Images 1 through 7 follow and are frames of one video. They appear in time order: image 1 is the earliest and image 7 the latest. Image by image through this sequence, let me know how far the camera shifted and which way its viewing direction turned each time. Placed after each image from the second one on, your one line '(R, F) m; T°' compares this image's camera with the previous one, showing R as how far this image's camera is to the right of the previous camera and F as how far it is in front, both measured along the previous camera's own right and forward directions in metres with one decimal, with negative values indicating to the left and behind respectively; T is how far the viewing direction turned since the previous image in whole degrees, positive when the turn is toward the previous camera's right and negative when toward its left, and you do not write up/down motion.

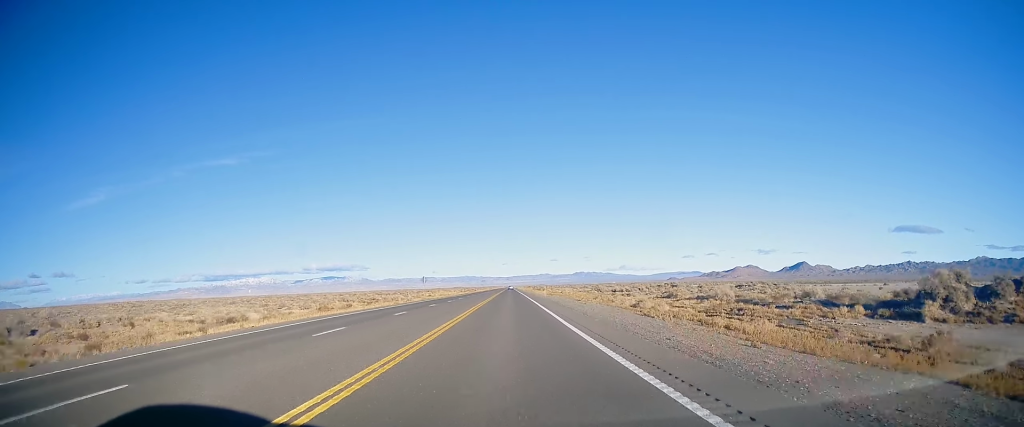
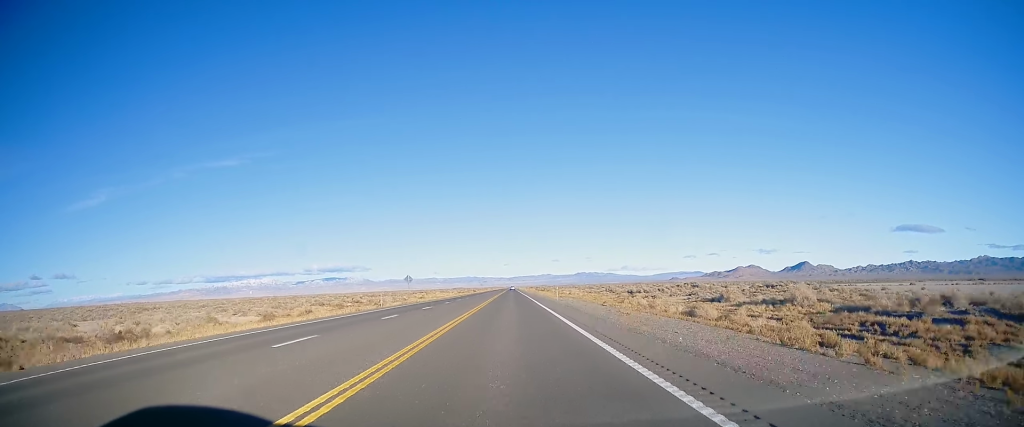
(-0.2, +15.4) m; 0°
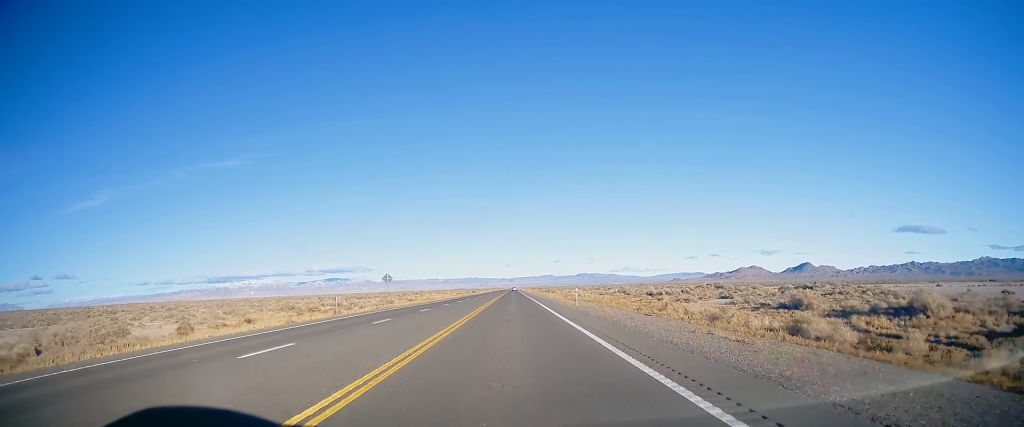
(+0.2, +14.0) m; 0°
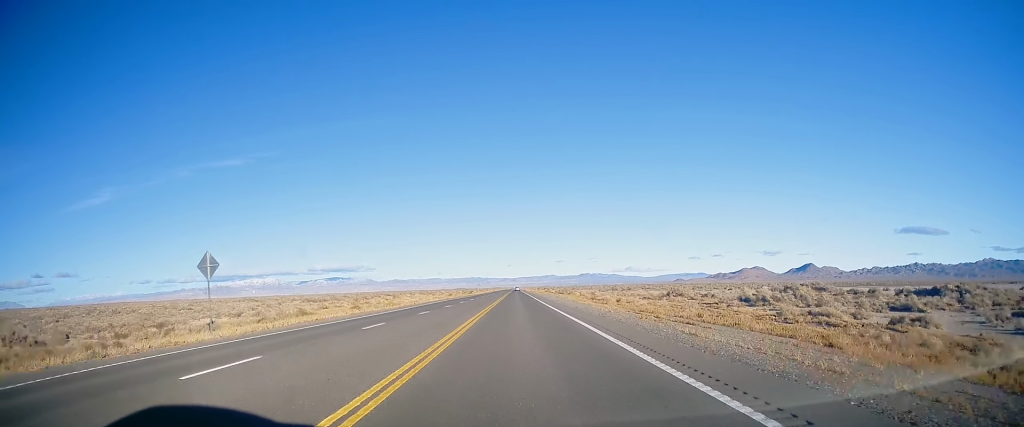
(+0.2, +38.5) m; 0°
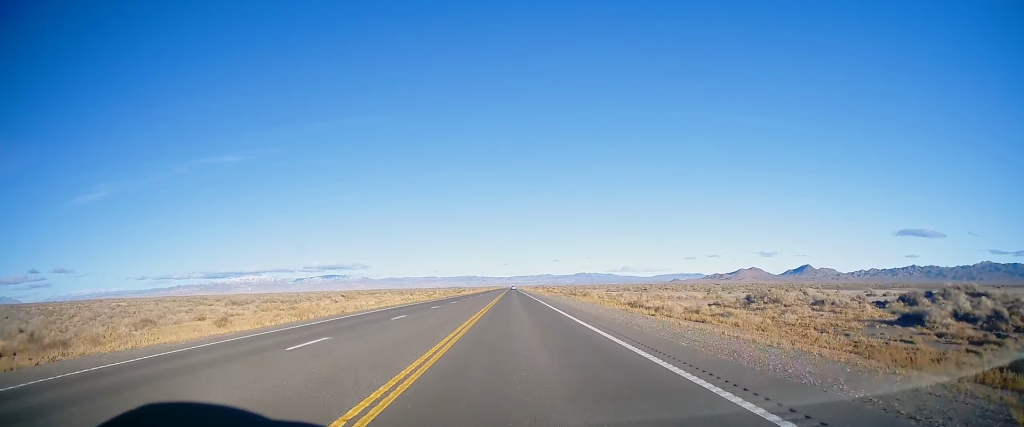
(-0.1, +31.6) m; 0°
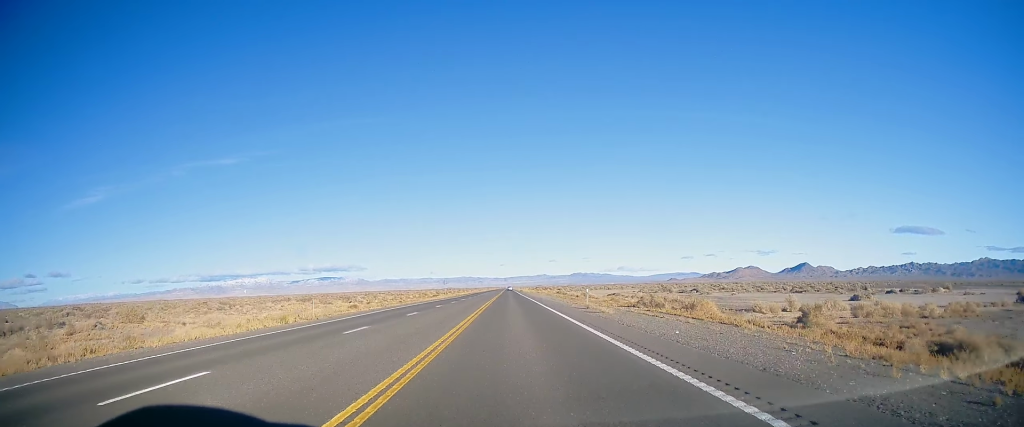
(+0.6, +55.2) m; +1°
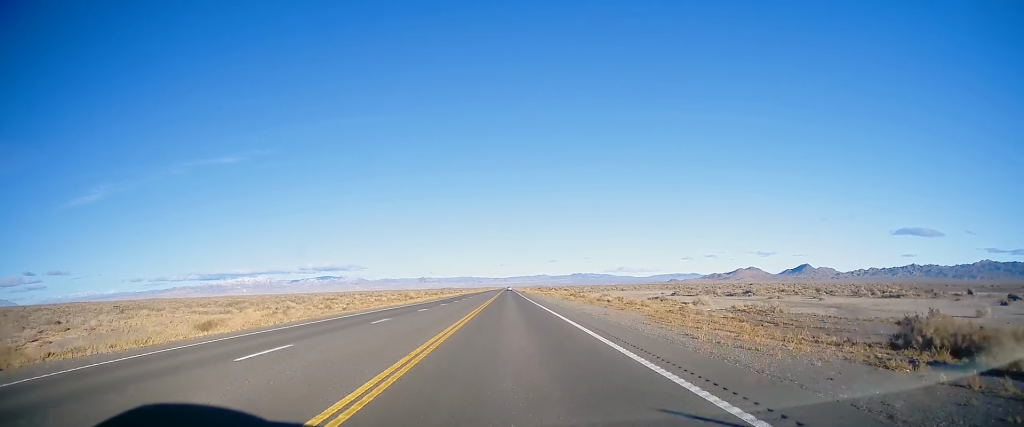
(-0.4, +31.9) m; -1°
